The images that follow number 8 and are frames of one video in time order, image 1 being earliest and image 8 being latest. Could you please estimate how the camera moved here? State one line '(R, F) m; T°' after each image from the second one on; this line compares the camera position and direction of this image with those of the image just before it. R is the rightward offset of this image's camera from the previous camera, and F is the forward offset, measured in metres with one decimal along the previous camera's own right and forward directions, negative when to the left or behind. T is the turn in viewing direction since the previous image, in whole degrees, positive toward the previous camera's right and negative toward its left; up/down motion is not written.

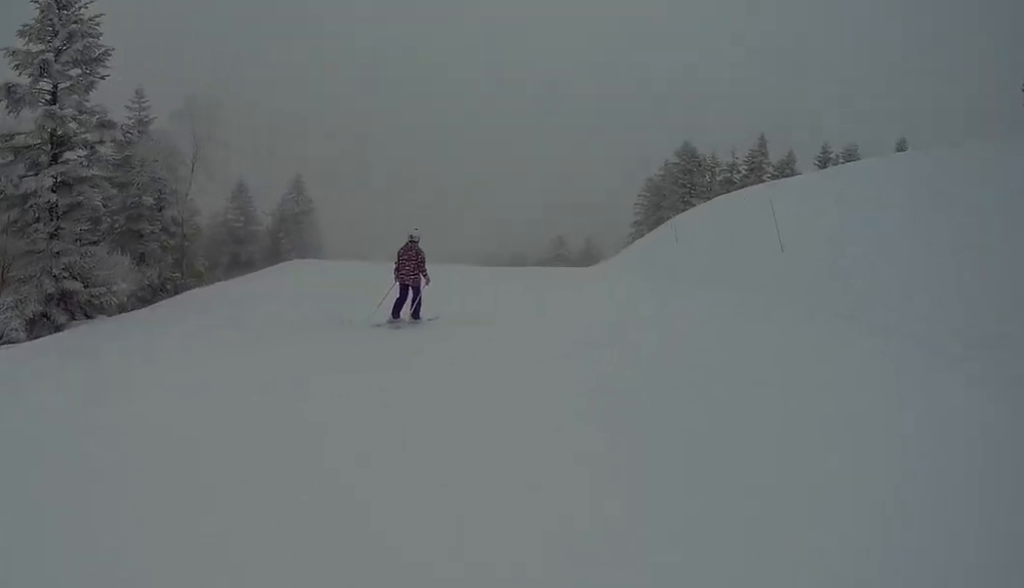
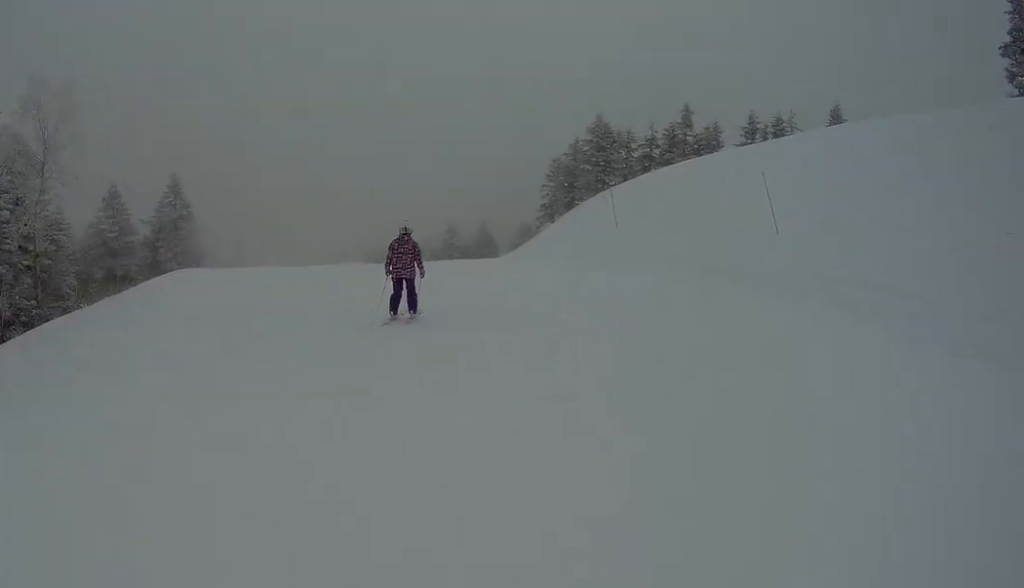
(0.0, +4.7) m; 0°
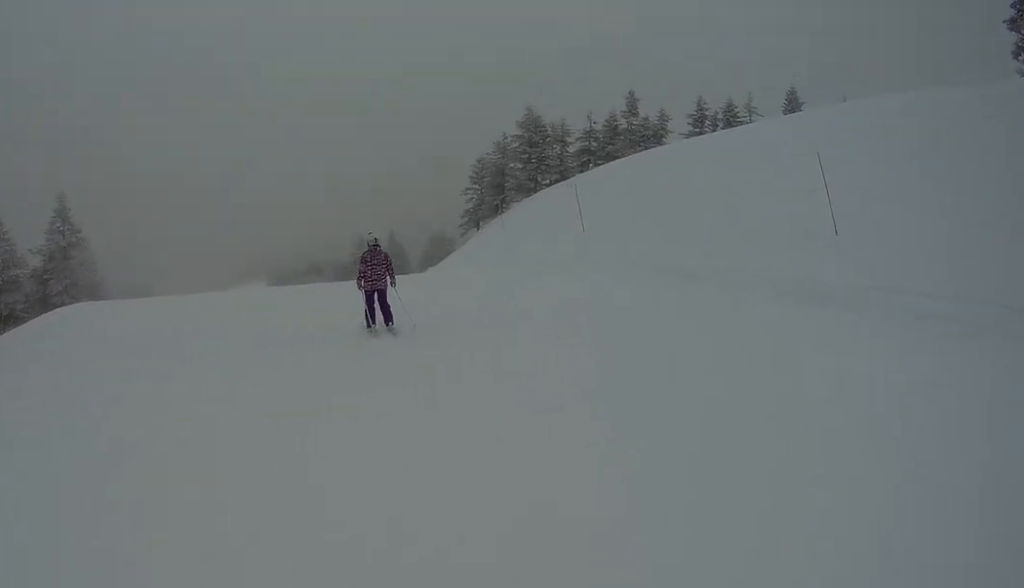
(0.0, +5.4) m; -3°
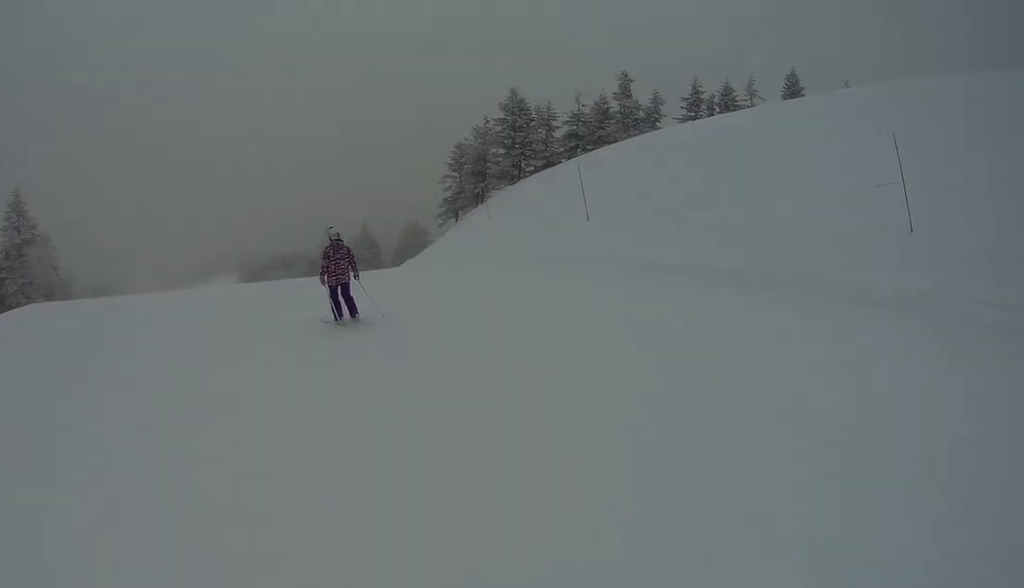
(+0.2, +2.8) m; -4°
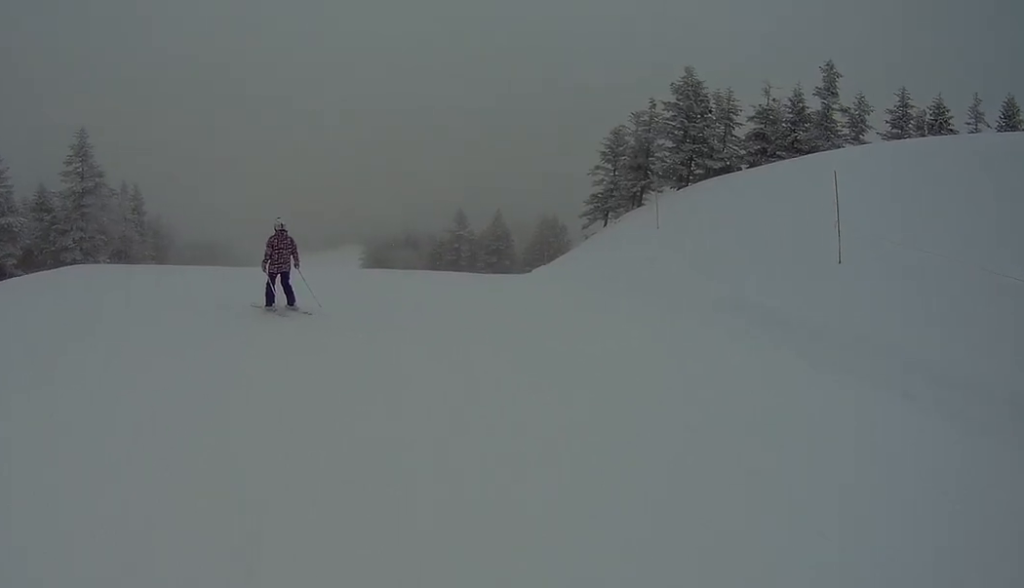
(-1.2, +7.8) m; -12°
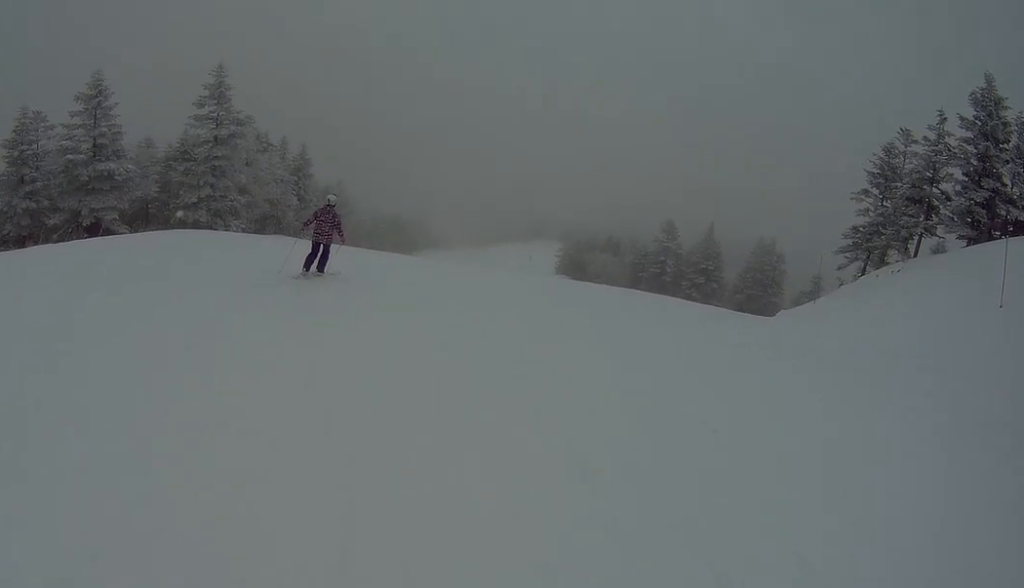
(+0.3, +8.3) m; +19°
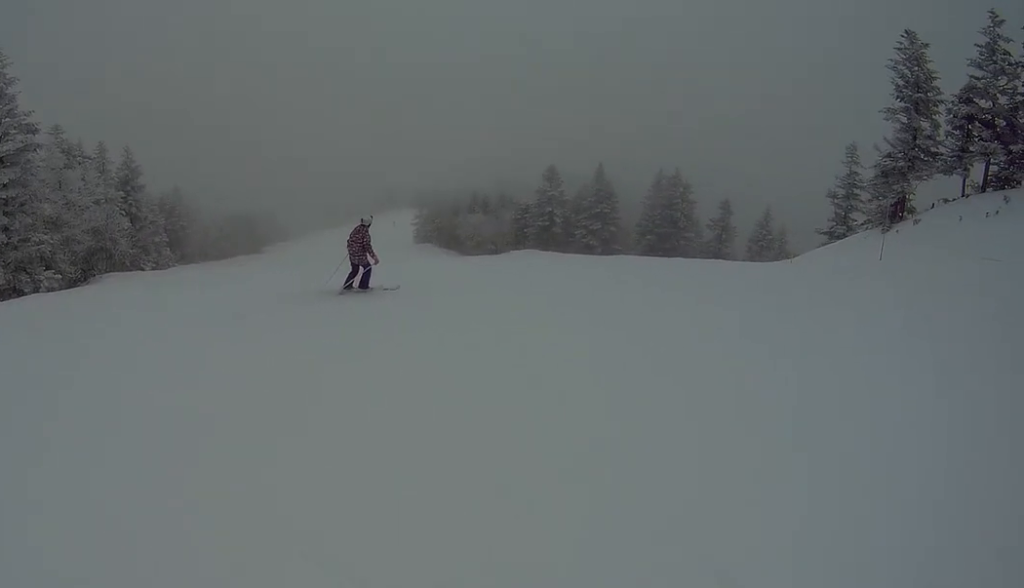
(+1.2, +9.2) m; -3°
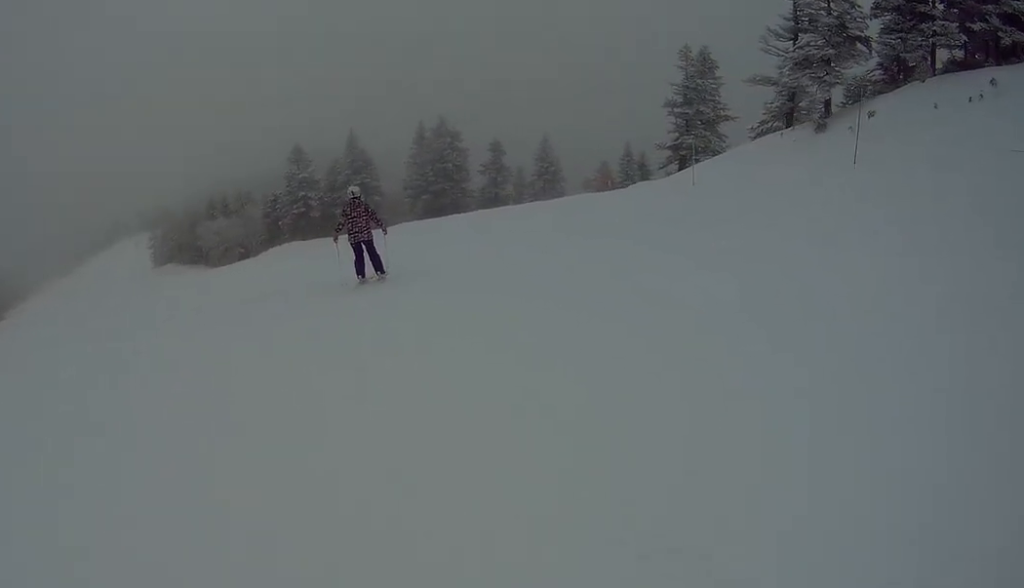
(-0.7, +7.5) m; -6°
